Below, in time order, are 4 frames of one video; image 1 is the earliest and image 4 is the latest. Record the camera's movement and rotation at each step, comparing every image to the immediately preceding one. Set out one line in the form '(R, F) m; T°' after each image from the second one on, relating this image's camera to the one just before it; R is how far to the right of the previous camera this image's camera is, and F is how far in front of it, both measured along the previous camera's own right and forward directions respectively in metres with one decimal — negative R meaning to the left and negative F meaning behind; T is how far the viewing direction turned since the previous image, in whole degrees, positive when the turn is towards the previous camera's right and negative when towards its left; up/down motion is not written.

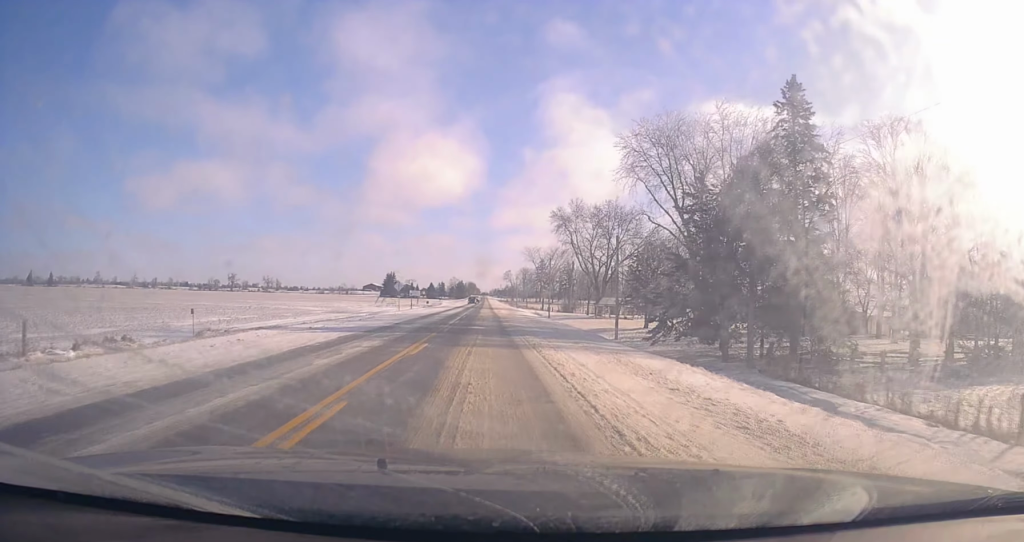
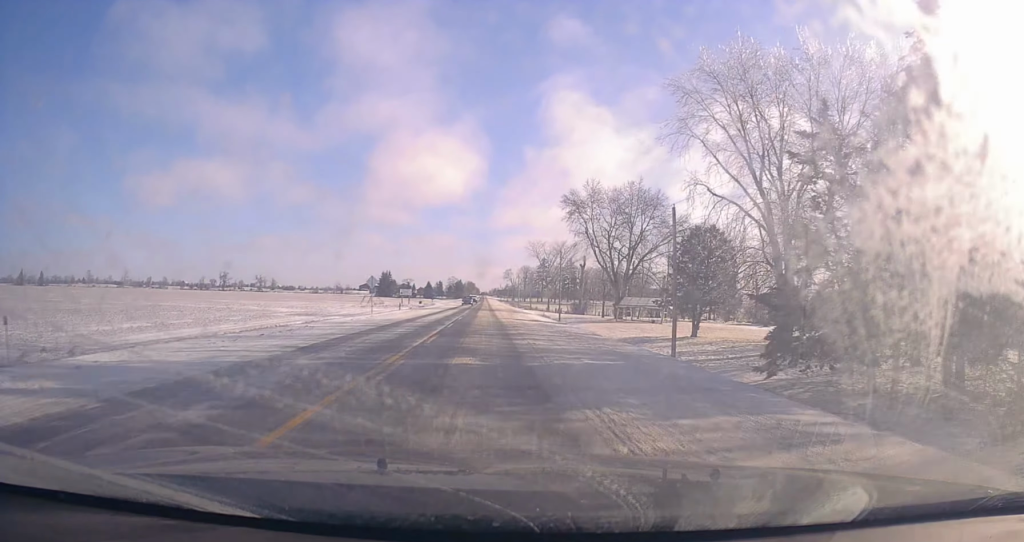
(+0.1, +14.1) m; +1°
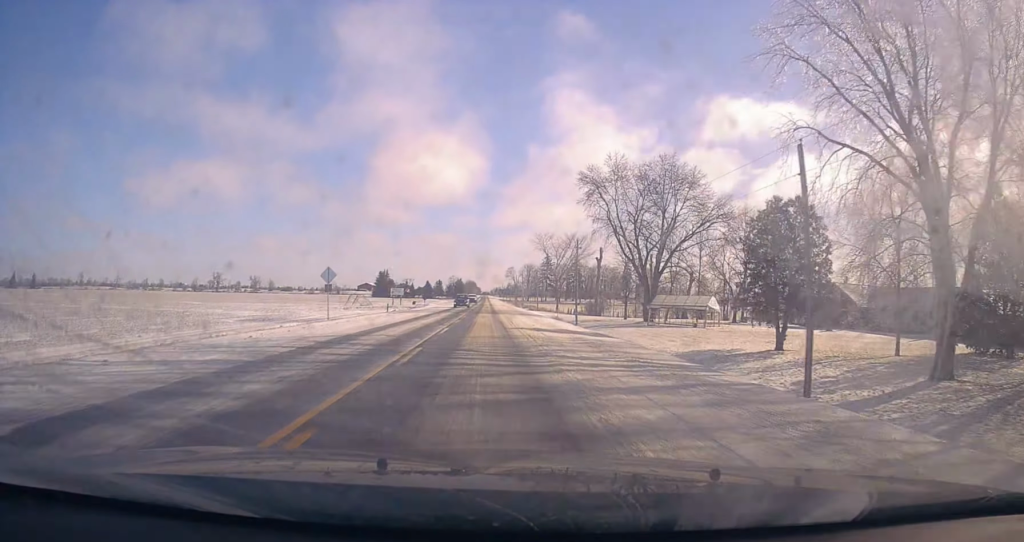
(+0.1, +14.2) m; -1°
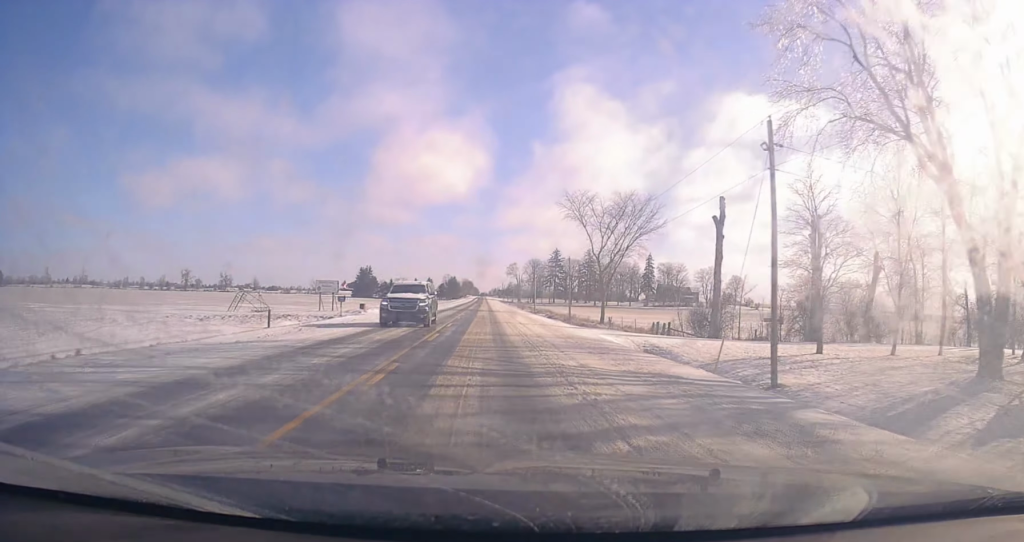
(-1.1, +46.6) m; -1°
